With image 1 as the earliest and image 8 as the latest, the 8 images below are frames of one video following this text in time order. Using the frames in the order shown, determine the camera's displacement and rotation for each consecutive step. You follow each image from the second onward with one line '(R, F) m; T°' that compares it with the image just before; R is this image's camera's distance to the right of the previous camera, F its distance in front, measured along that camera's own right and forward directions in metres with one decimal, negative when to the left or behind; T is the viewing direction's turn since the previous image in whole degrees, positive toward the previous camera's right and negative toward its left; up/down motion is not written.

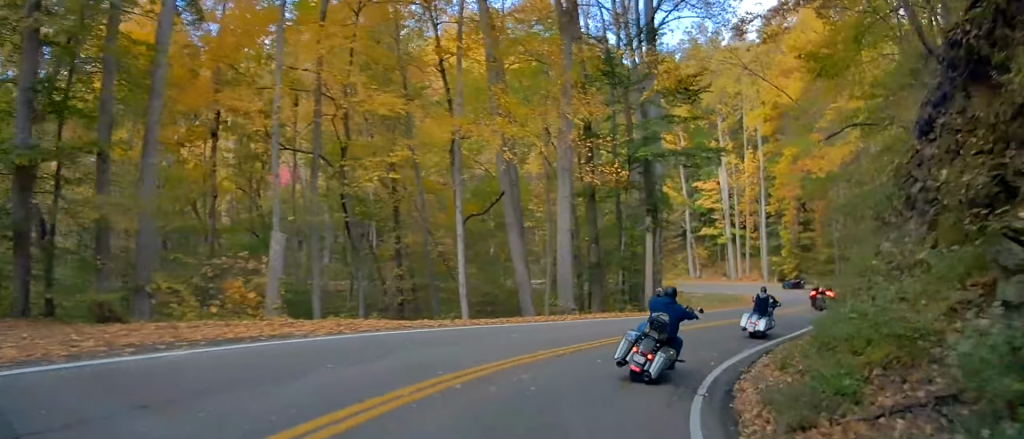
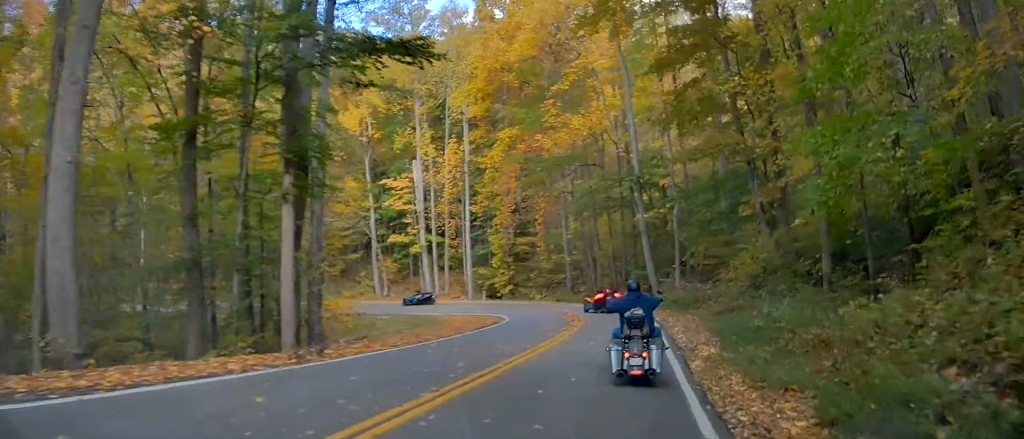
(+5.1, +16.2) m; +26°
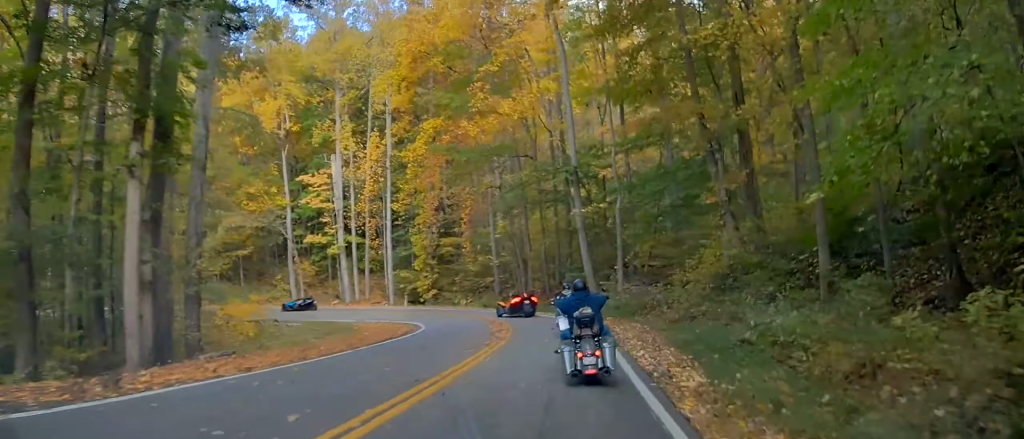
(+0.2, +5.0) m; +4°
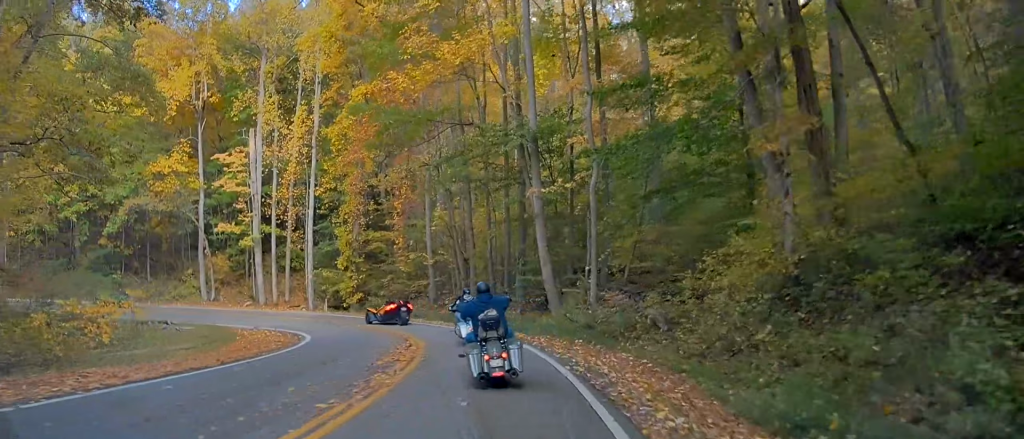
(+0.4, +10.5) m; +5°
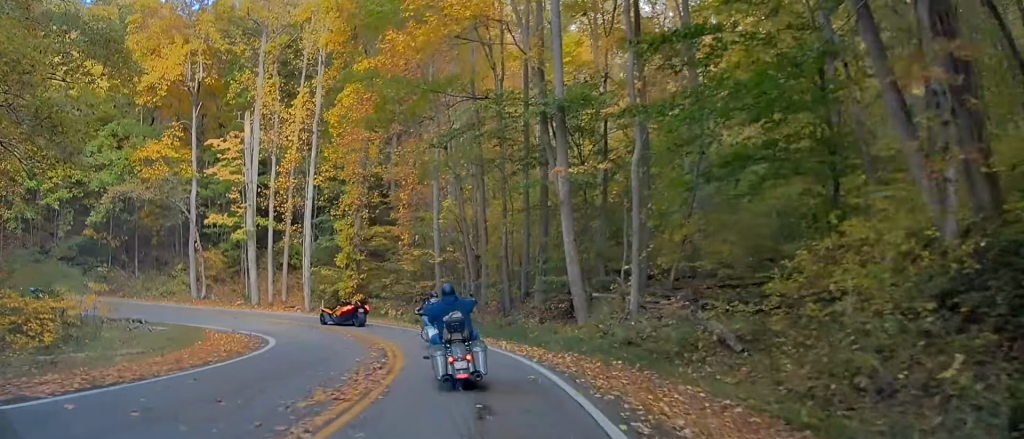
(+0.3, +5.8) m; -1°
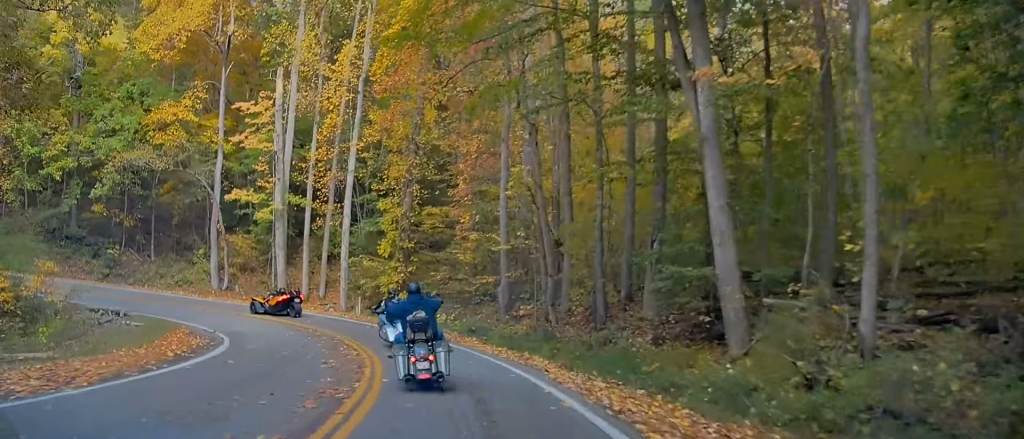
(-0.3, +10.3) m; -6°
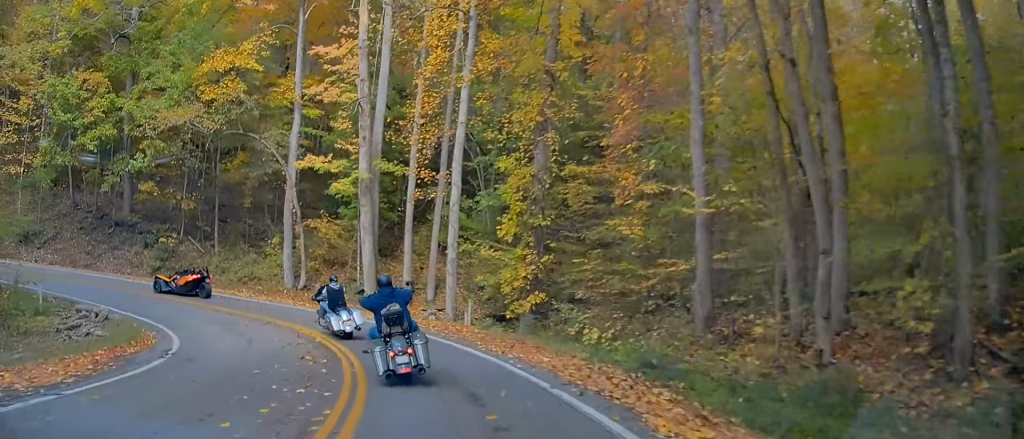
(-1.0, +12.1) m; -11°
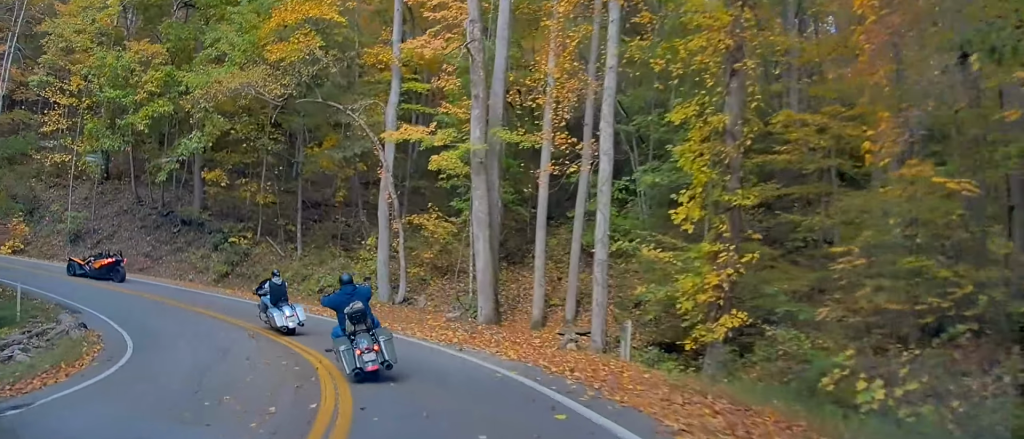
(-0.7, +8.3) m; -12°
